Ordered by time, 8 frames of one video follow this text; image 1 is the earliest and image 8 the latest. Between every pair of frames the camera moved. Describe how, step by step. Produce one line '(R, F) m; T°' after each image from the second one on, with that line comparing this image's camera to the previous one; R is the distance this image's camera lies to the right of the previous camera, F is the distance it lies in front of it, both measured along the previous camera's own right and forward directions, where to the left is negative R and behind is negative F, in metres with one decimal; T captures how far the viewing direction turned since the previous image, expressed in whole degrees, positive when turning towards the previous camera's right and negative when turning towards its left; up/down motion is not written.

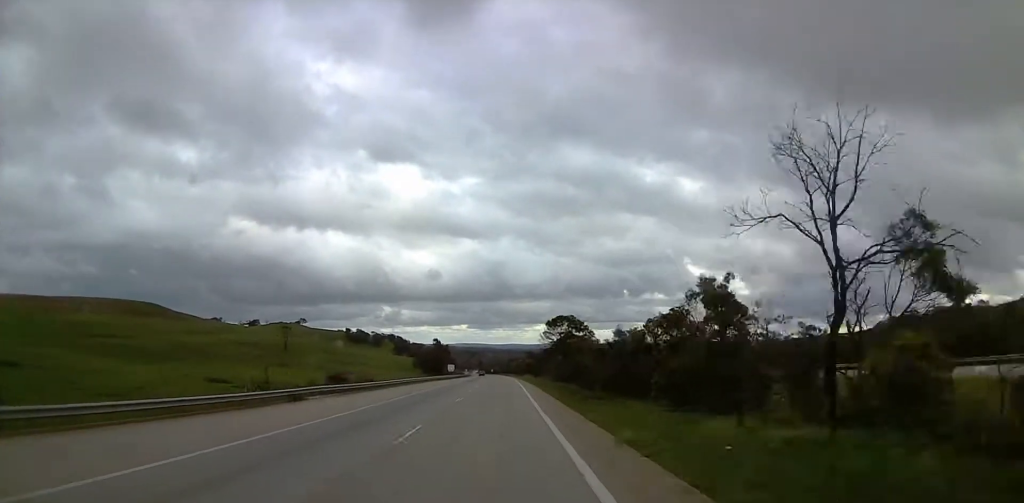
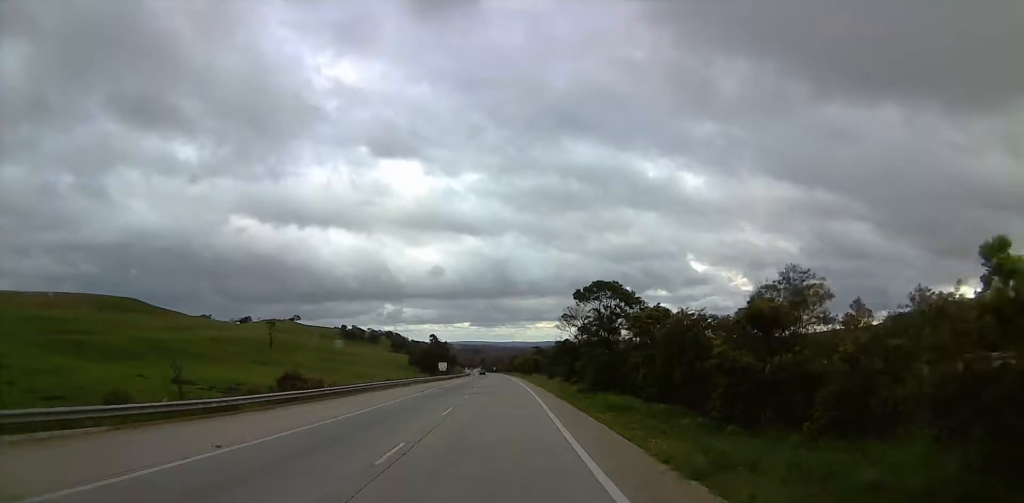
(-0.2, +24.5) m; -1°
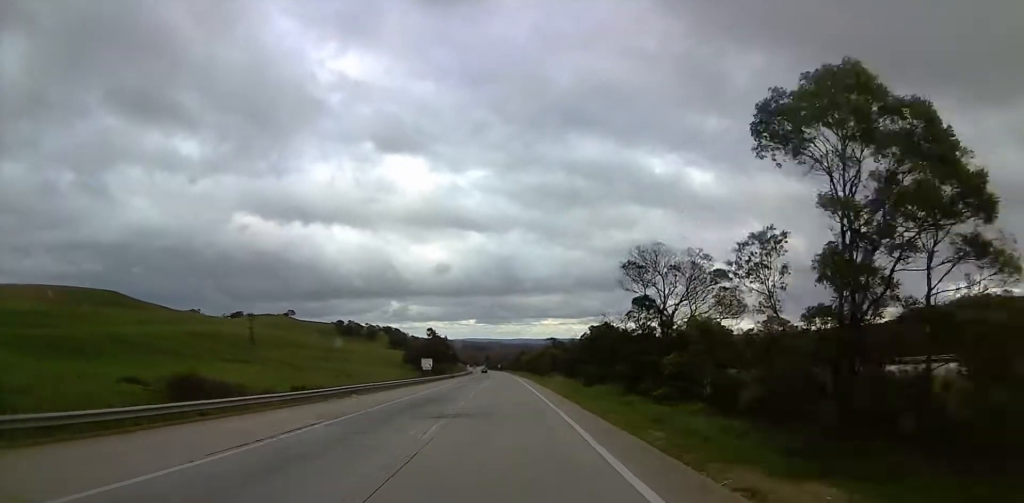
(-0.3, +28.4) m; -1°
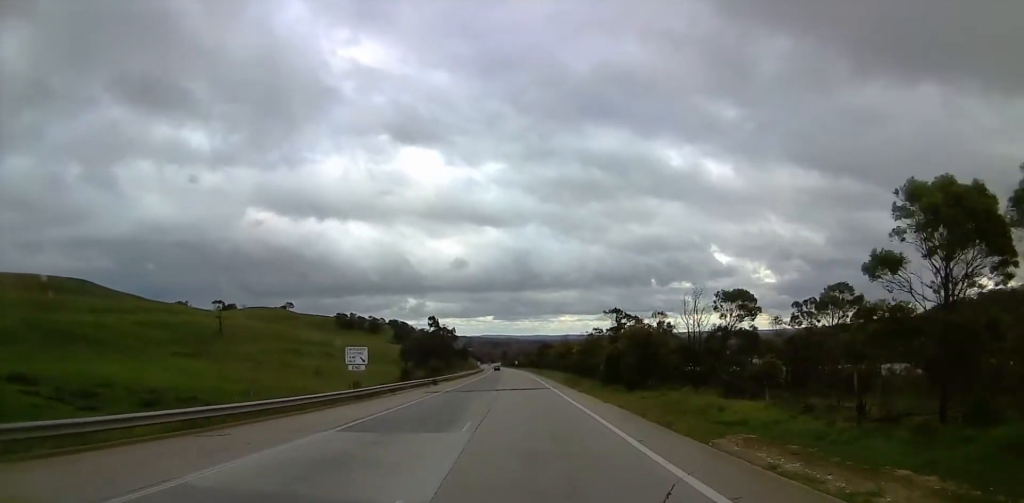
(0.0, +51.3) m; 0°
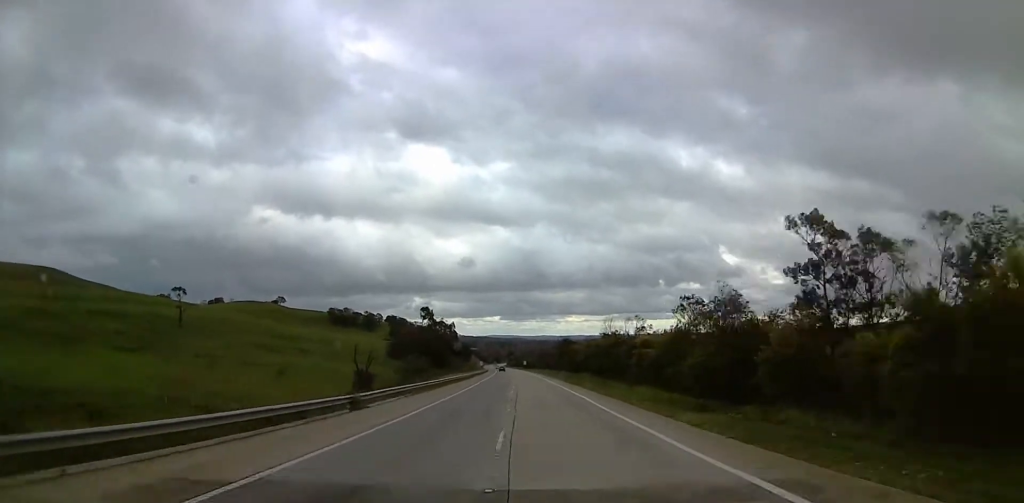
(+0.1, +40.2) m; -1°
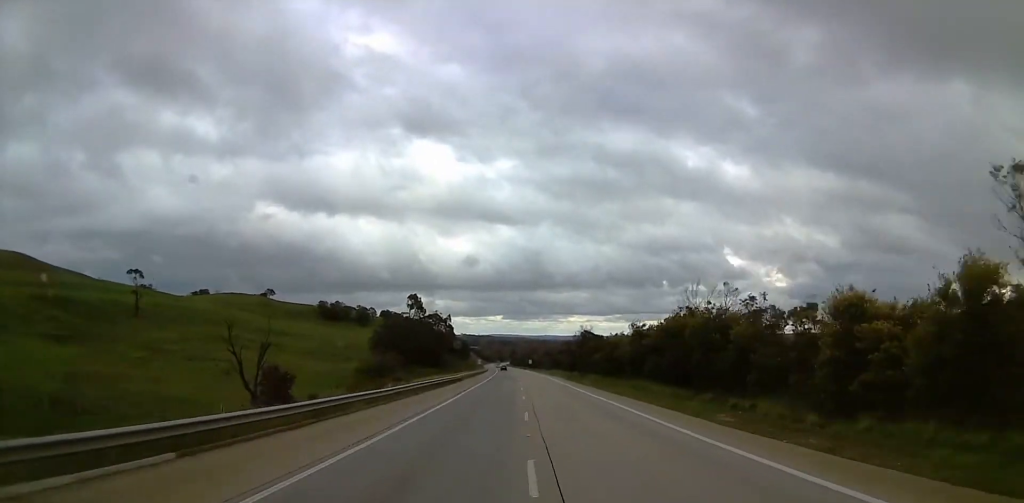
(-0.7, +31.3) m; 0°
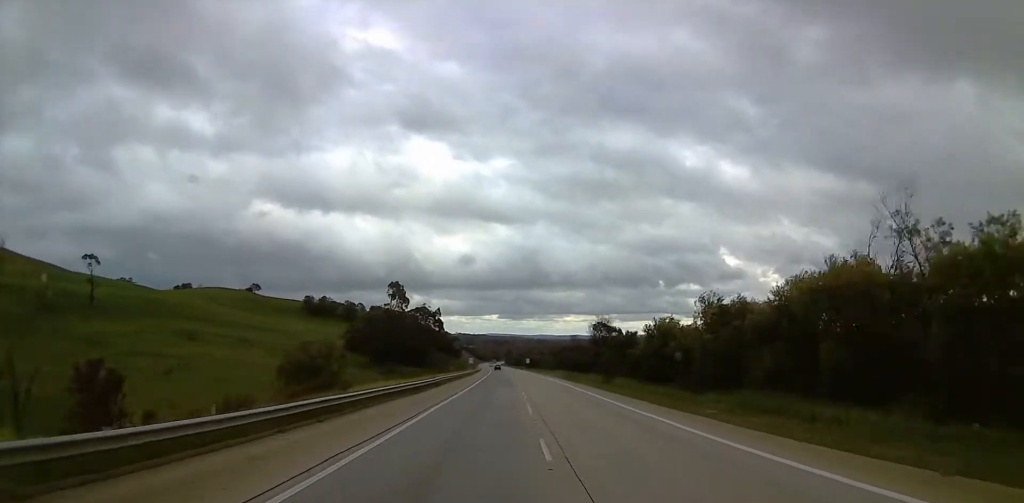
(0.0, +22.1) m; 0°
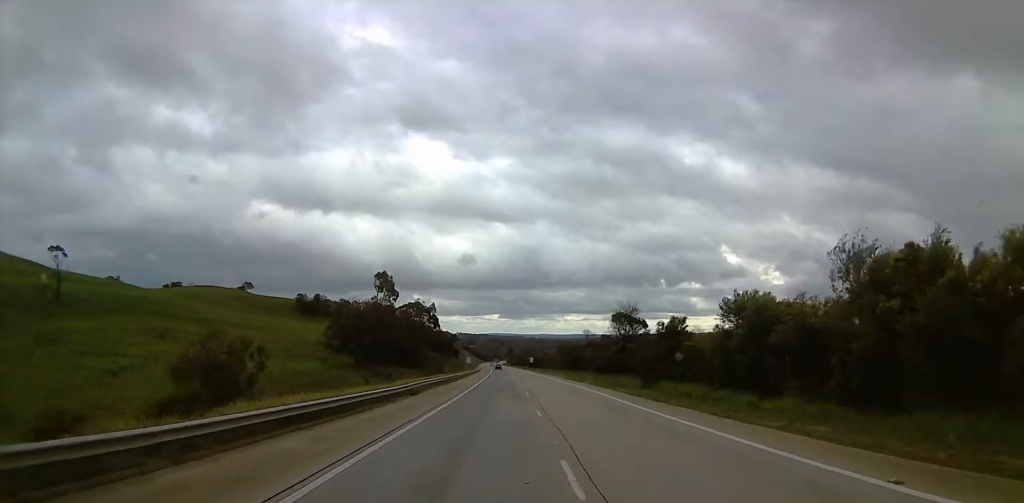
(+0.5, +16.0) m; 0°
